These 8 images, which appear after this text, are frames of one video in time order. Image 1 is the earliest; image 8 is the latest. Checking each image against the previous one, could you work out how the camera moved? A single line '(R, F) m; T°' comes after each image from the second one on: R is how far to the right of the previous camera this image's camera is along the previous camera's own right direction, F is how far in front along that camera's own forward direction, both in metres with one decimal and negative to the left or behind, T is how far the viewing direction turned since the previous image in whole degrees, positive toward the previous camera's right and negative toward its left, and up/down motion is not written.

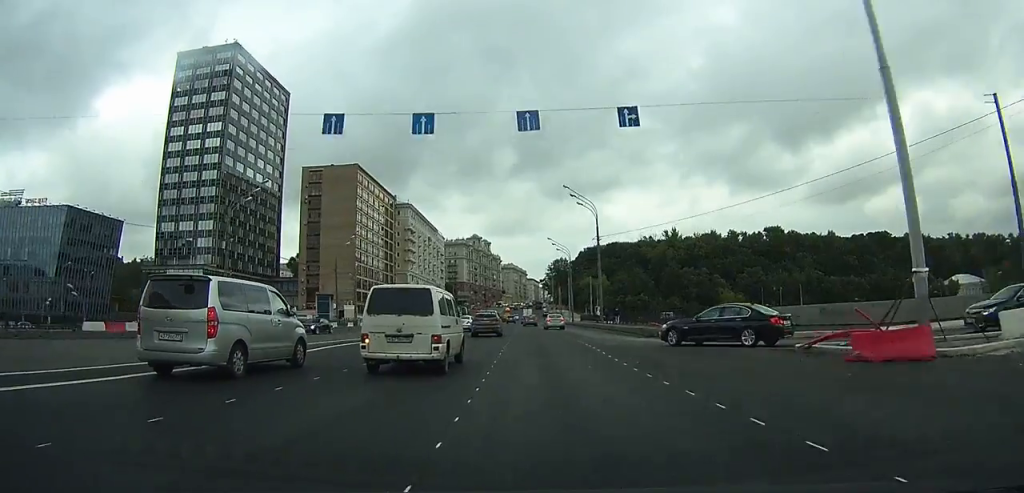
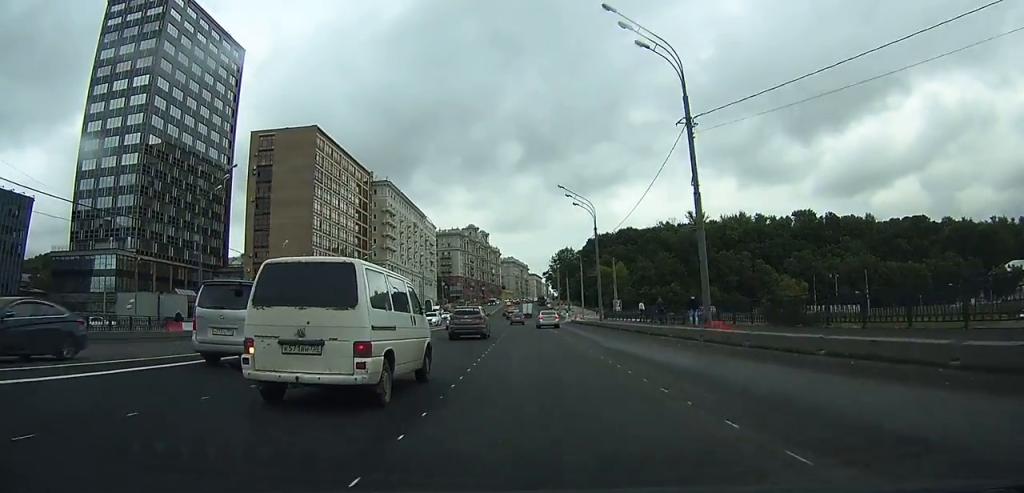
(-0.1, +33.3) m; -1°
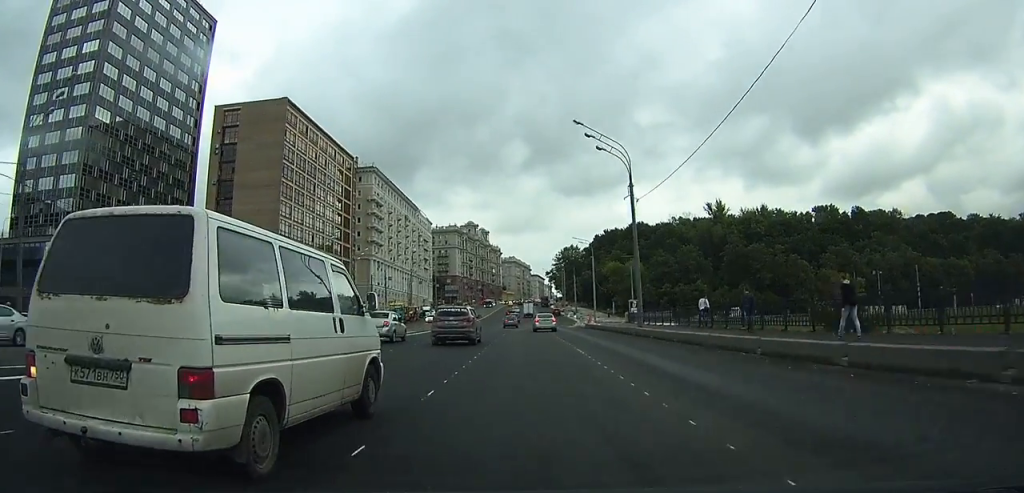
(-0.1, +18.8) m; -1°
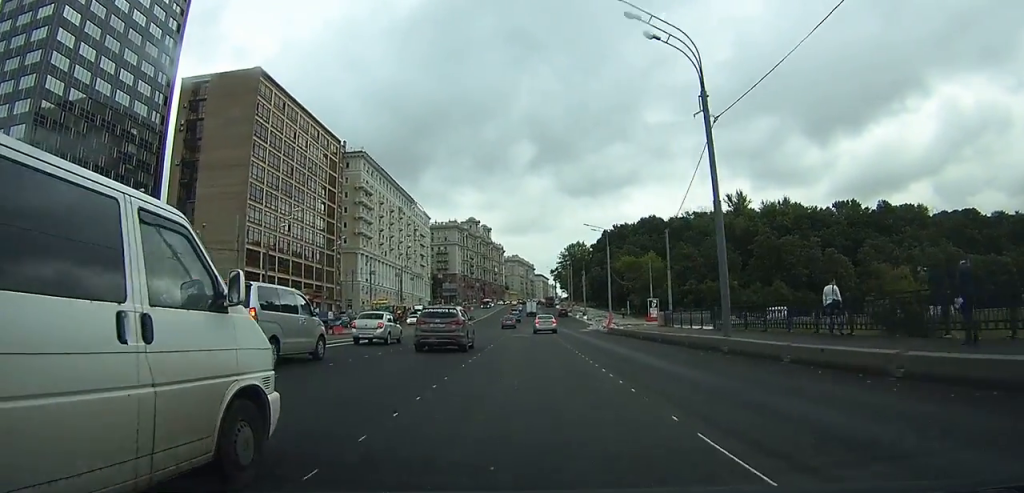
(-0.2, +15.0) m; 0°
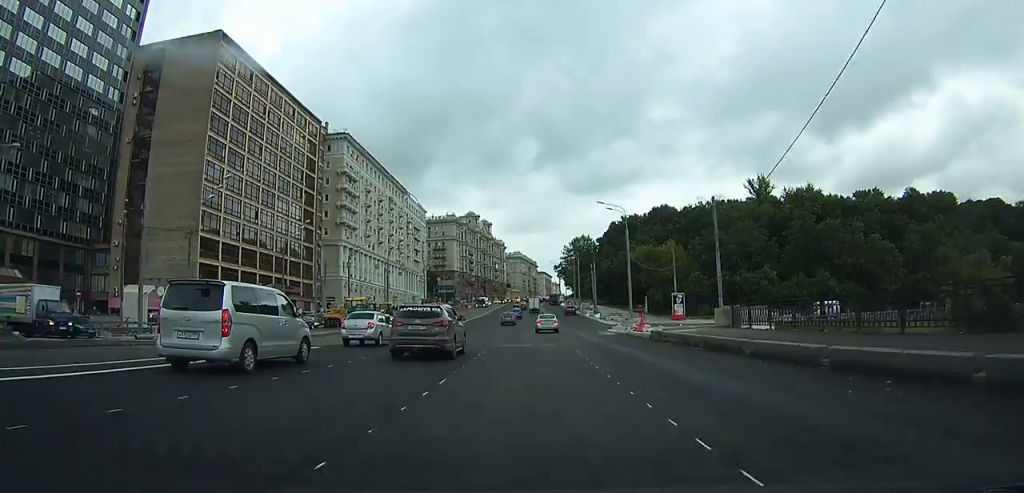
(0.0, +15.2) m; 0°
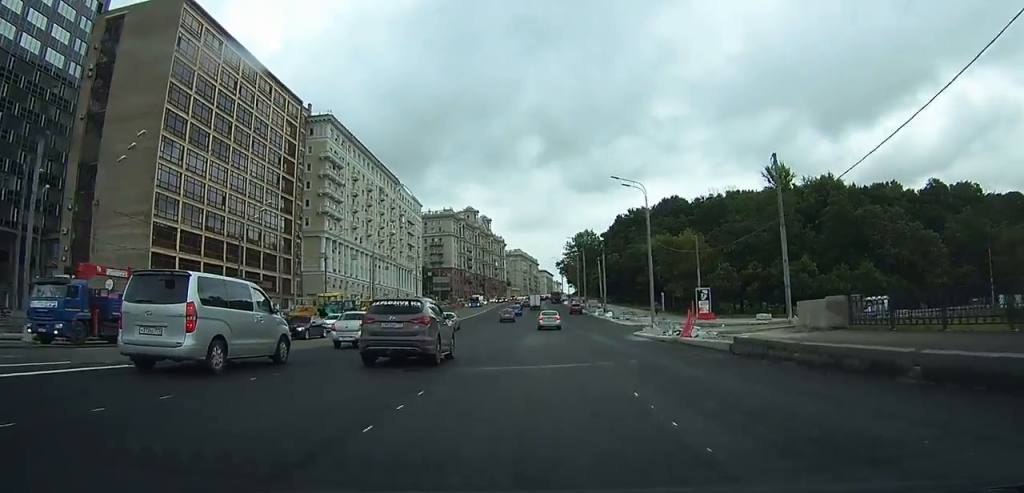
(+0.1, +11.8) m; 0°
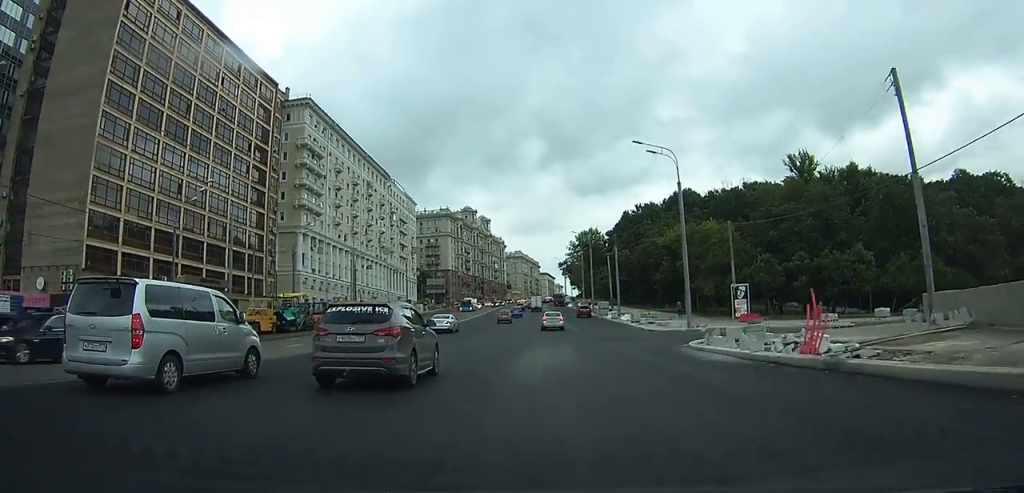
(-0.1, +12.5) m; 0°
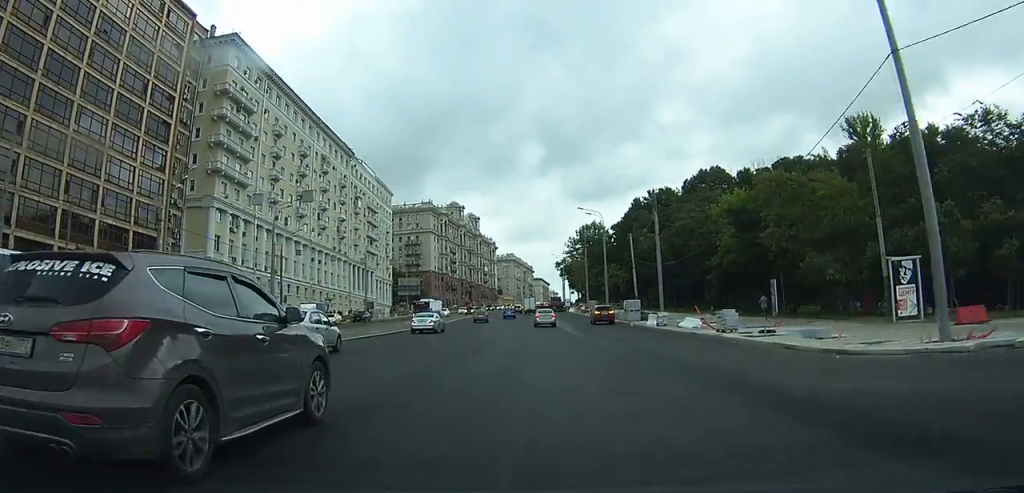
(+0.1, +28.2) m; 0°
